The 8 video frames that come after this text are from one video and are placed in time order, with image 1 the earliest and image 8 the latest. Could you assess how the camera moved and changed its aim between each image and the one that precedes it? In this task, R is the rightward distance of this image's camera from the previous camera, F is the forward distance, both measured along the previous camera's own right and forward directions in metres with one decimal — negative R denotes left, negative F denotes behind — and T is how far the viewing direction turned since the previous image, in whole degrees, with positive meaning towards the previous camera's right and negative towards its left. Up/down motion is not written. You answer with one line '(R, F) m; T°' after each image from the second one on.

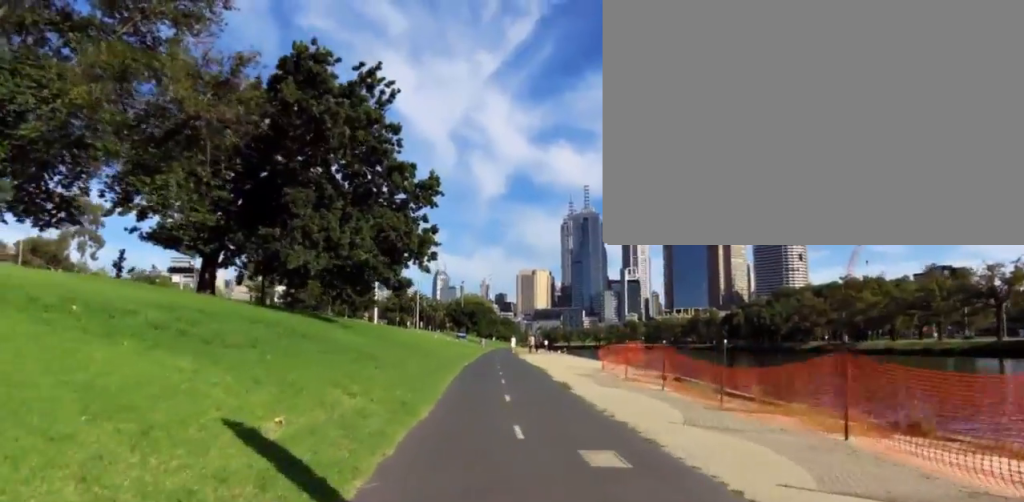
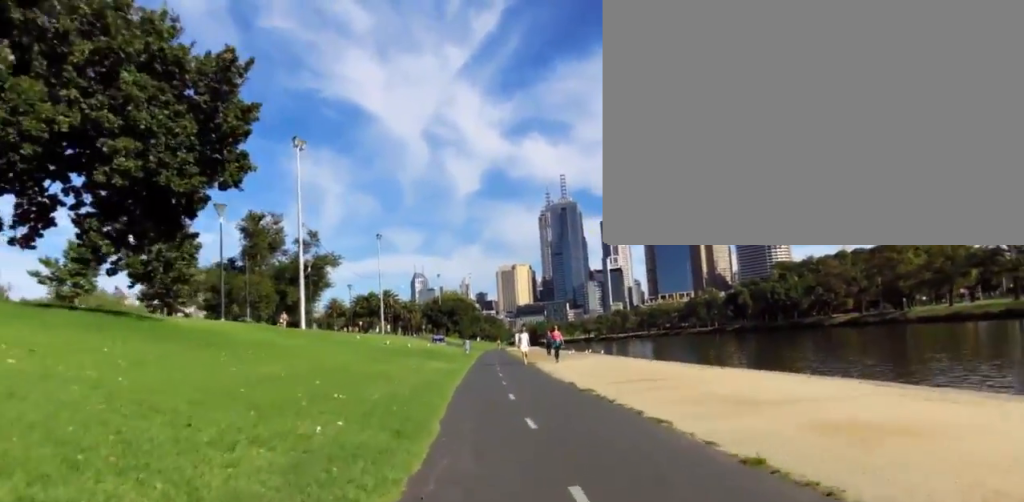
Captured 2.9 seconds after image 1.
(+4.5, +21.8) m; +1°
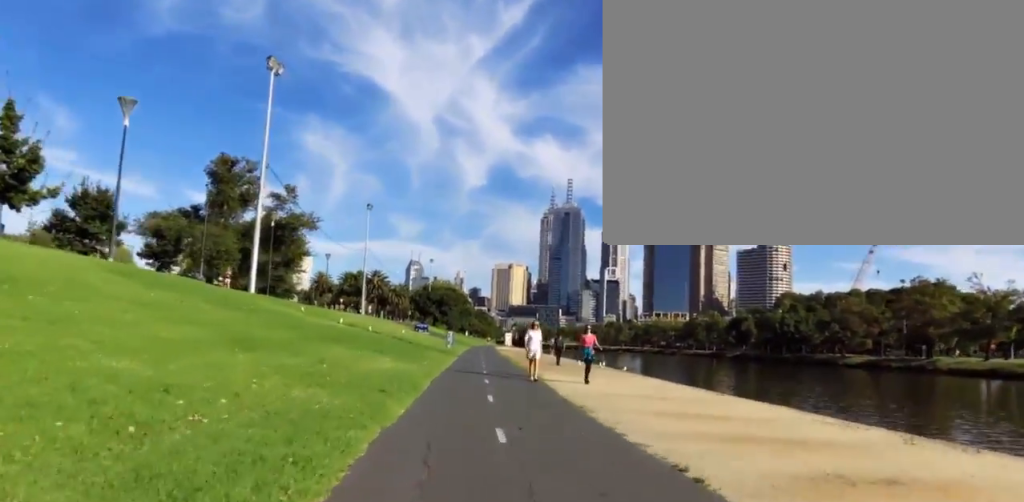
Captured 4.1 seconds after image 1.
(-0.6, +9.5) m; +1°
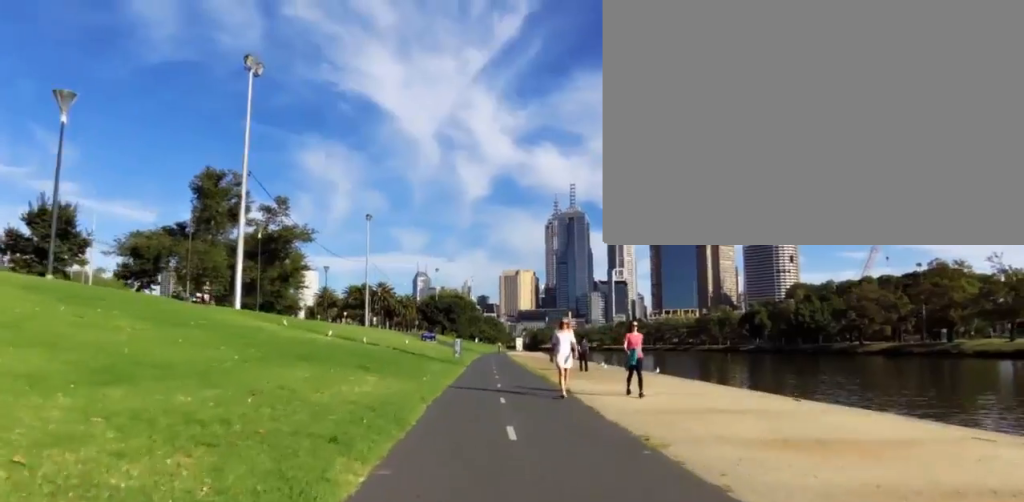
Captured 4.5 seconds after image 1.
(+0.3, +3.4) m; +3°
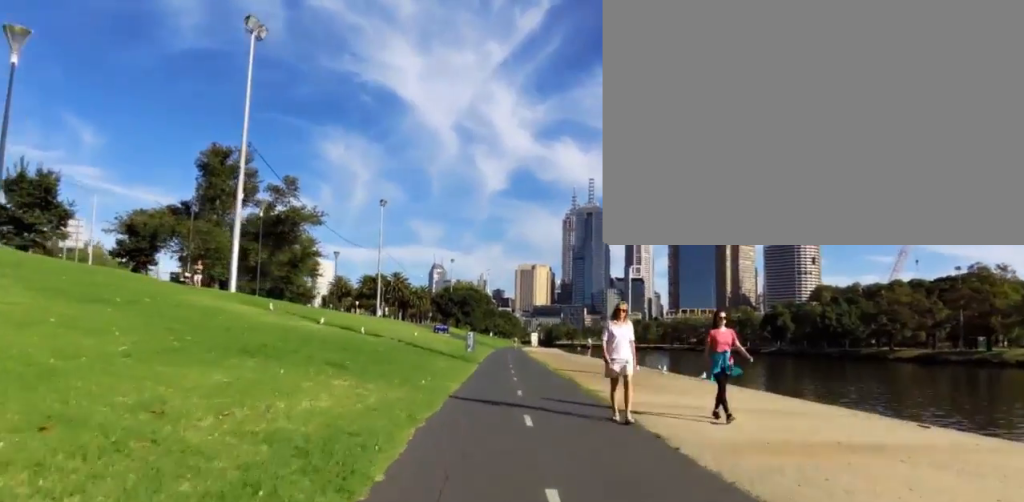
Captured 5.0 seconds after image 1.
(+0.1, +3.4) m; +2°
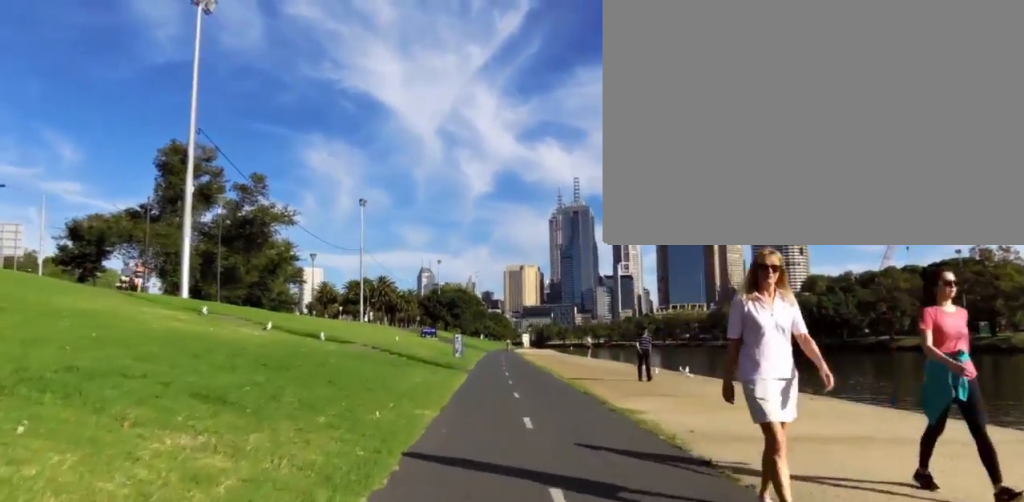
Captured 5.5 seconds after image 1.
(0.0, +4.2) m; 0°
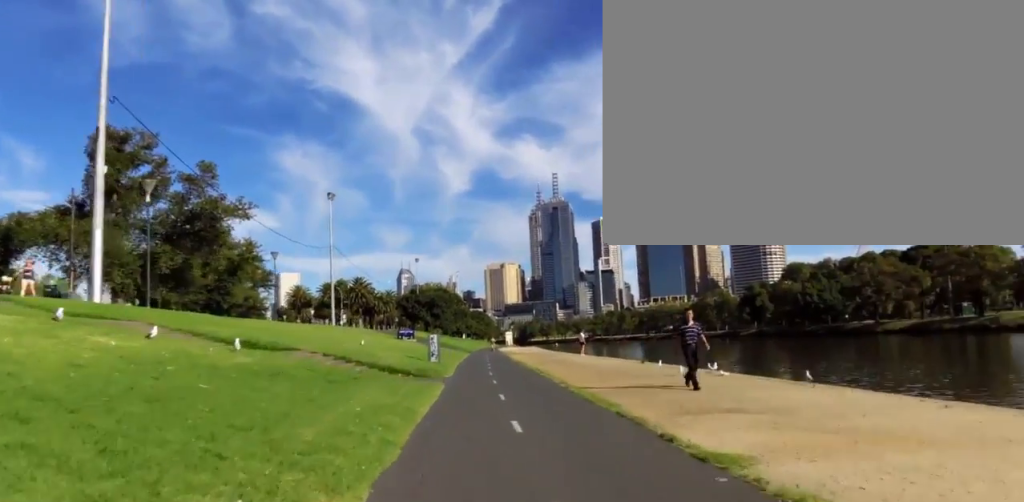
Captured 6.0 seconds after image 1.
(0.0, +4.7) m; 0°
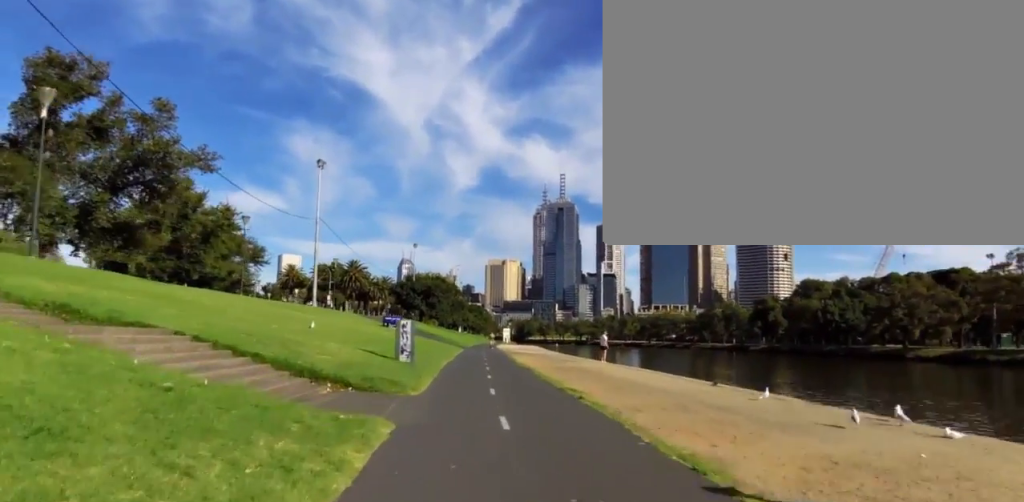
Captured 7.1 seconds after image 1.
(0.0, +8.5) m; +1°
